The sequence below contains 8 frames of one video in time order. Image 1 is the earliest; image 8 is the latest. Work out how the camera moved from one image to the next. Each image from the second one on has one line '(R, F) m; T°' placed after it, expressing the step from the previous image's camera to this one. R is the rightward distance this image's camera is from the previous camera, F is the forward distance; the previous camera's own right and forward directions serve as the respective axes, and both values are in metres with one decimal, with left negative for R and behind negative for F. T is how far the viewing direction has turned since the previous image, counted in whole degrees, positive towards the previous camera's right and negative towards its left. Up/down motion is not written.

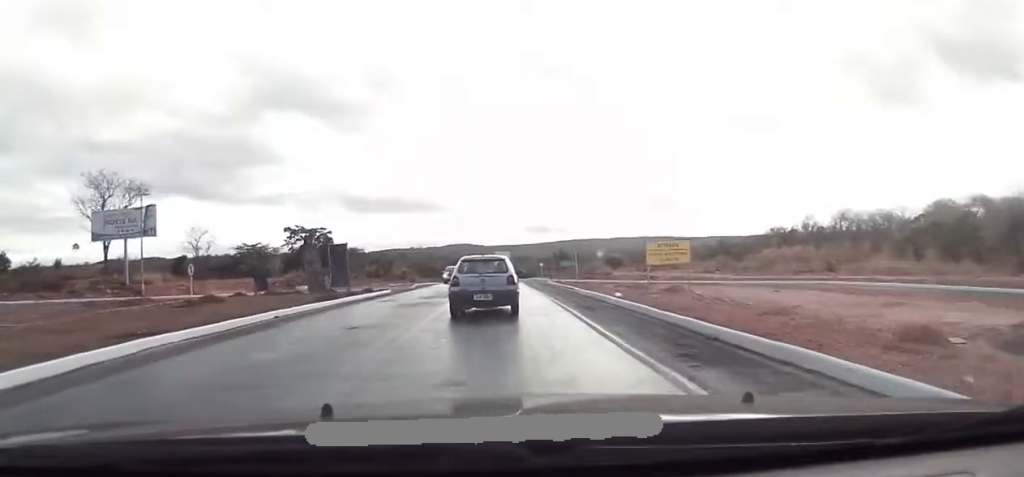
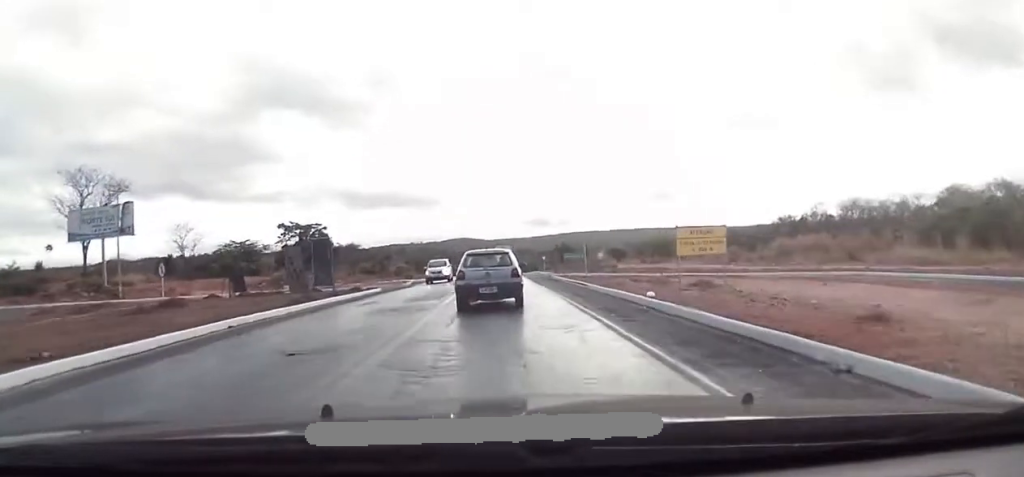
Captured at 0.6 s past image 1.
(+0.2, +4.4) m; +1°
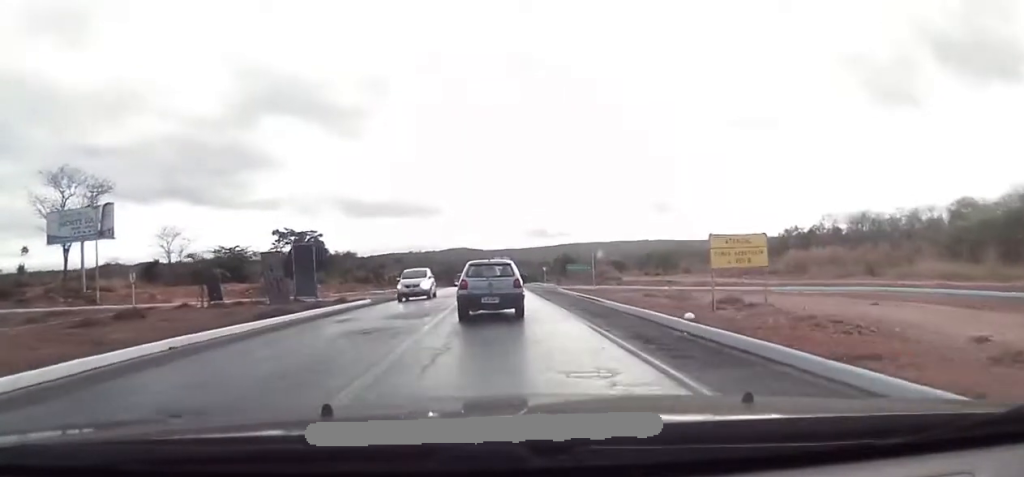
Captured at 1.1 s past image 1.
(+0.2, +3.5) m; +1°
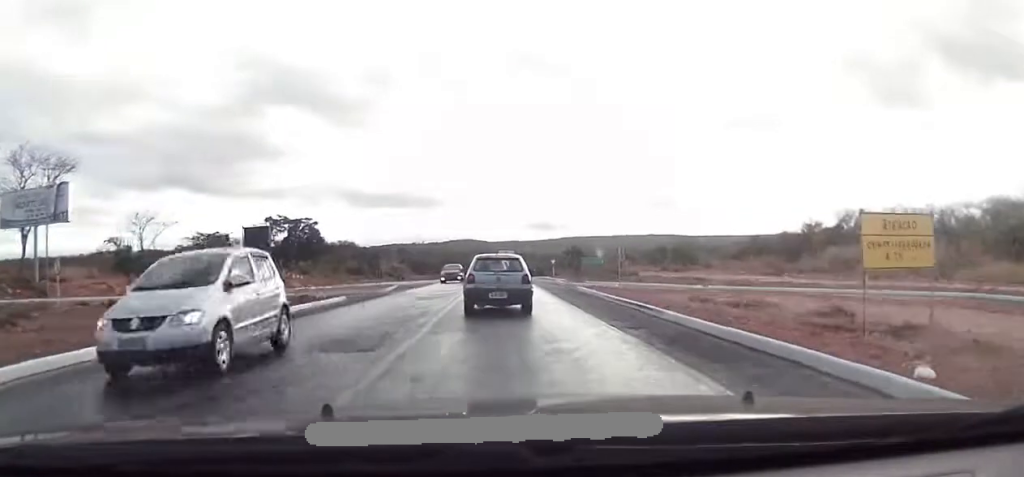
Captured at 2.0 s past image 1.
(-0.2, +7.8) m; -1°
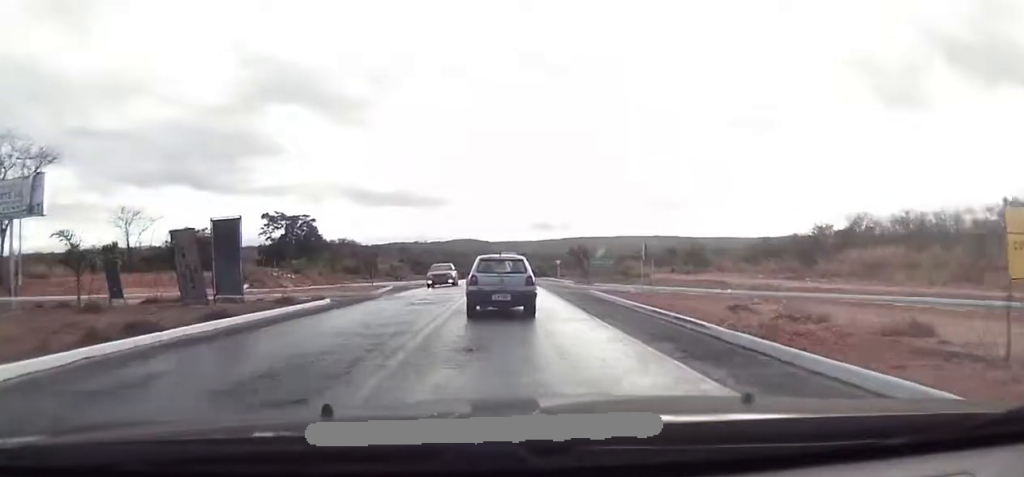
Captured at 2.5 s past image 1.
(0.0, +3.7) m; -1°
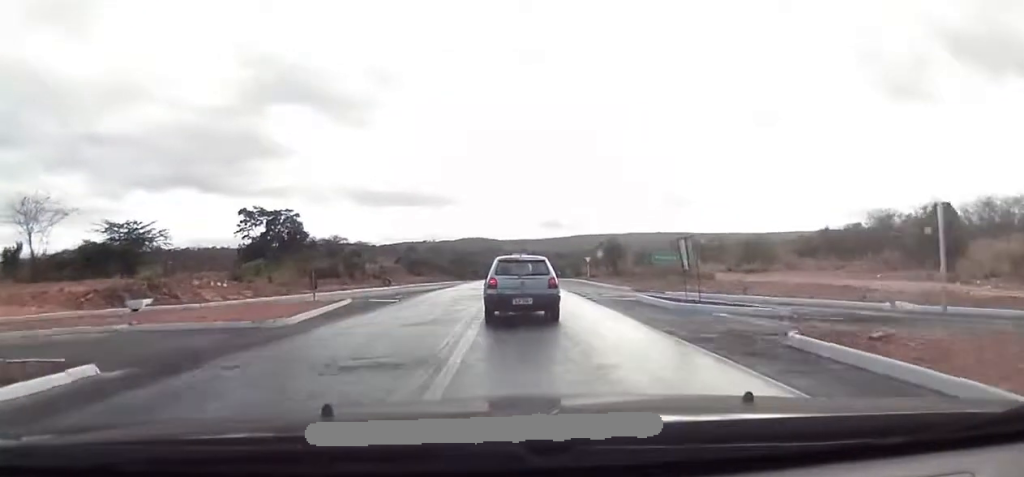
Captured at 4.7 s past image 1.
(-0.5, +19.7) m; -1°
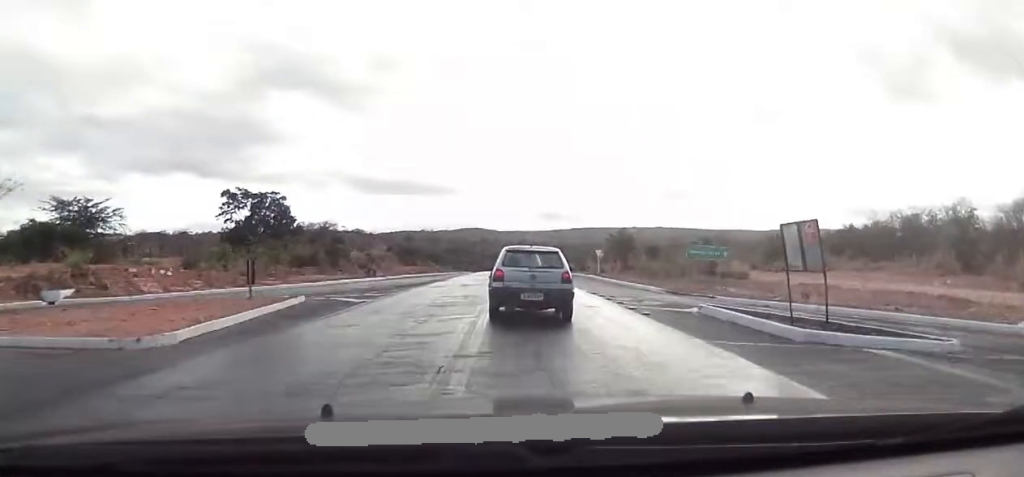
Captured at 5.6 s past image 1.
(+0.1, +8.3) m; +1°
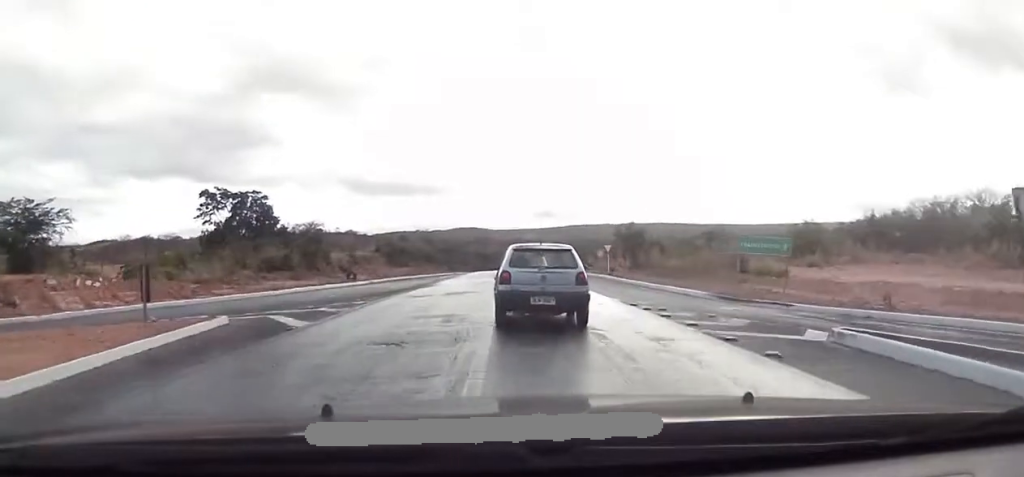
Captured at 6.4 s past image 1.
(+0.1, +7.6) m; 0°
